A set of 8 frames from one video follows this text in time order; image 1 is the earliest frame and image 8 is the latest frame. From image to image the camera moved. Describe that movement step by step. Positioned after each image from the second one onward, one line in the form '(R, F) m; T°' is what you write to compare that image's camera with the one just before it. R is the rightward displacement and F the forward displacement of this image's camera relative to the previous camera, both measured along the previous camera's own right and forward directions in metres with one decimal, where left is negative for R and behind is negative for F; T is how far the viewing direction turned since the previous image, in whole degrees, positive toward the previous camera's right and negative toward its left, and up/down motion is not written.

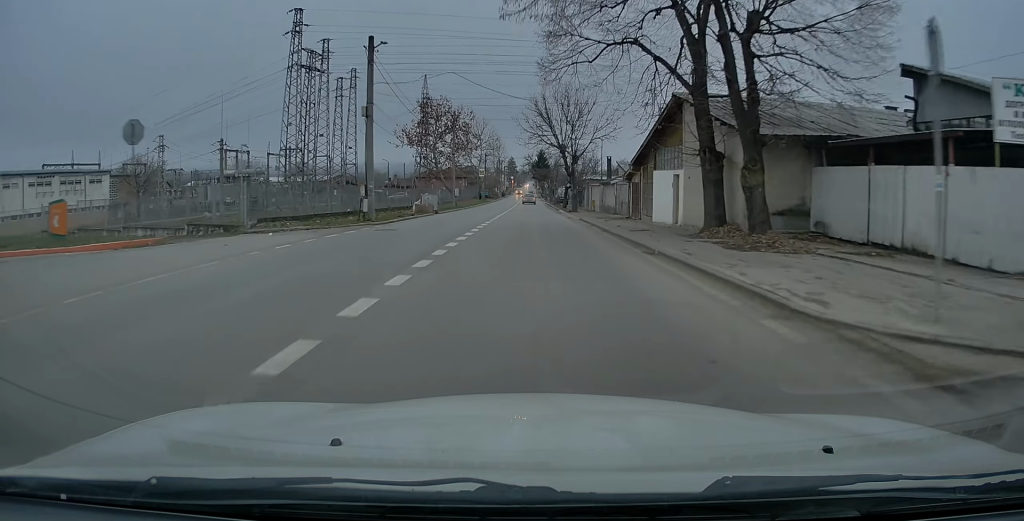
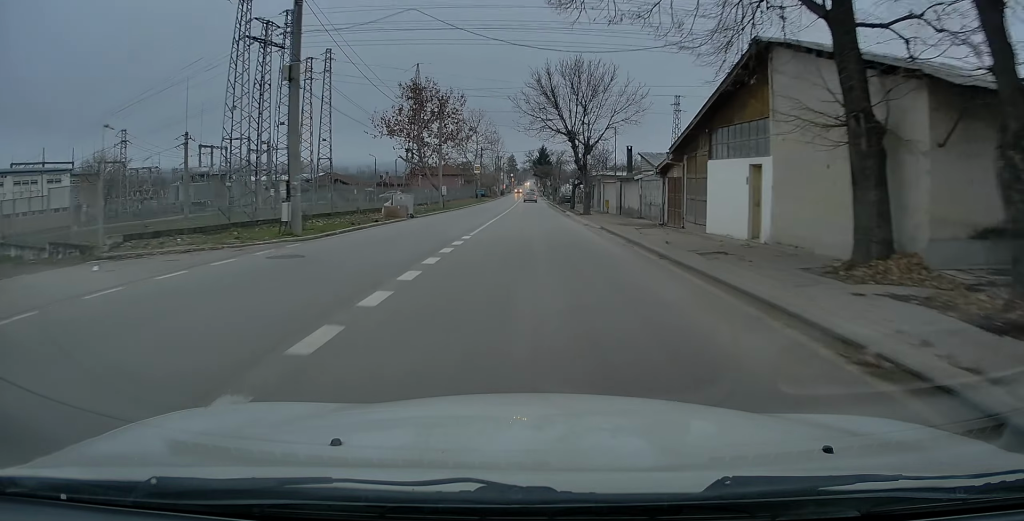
(-0.1, +9.3) m; 0°
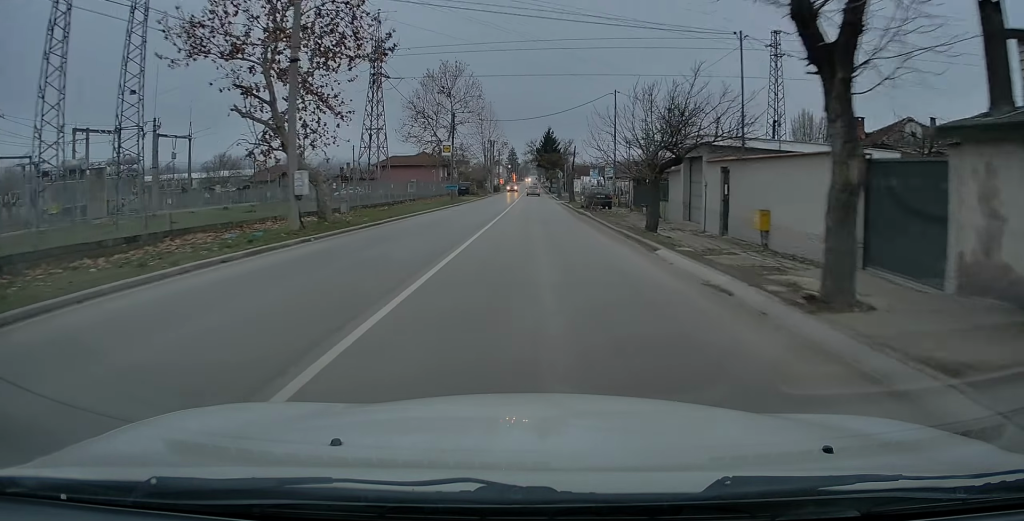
(+0.5, +31.7) m; +1°
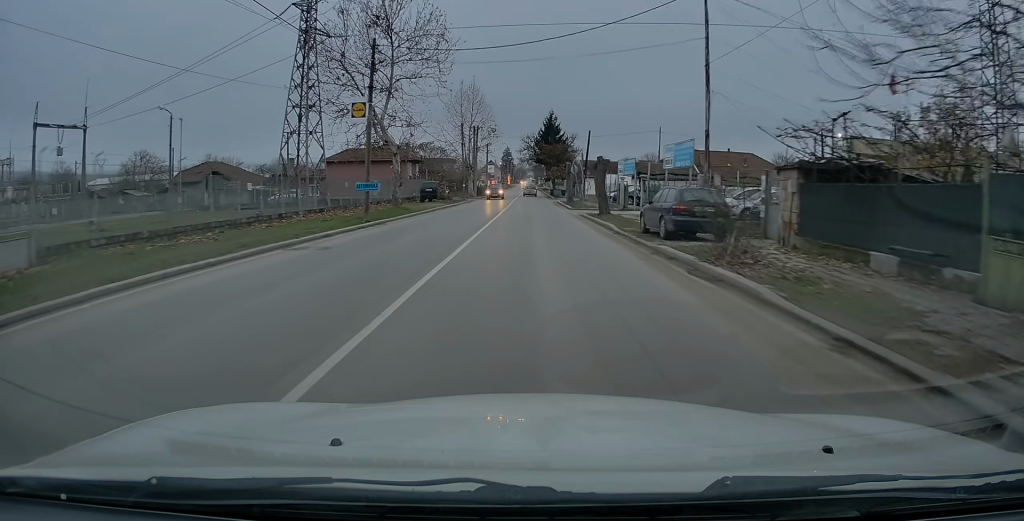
(-0.2, +24.9) m; 0°
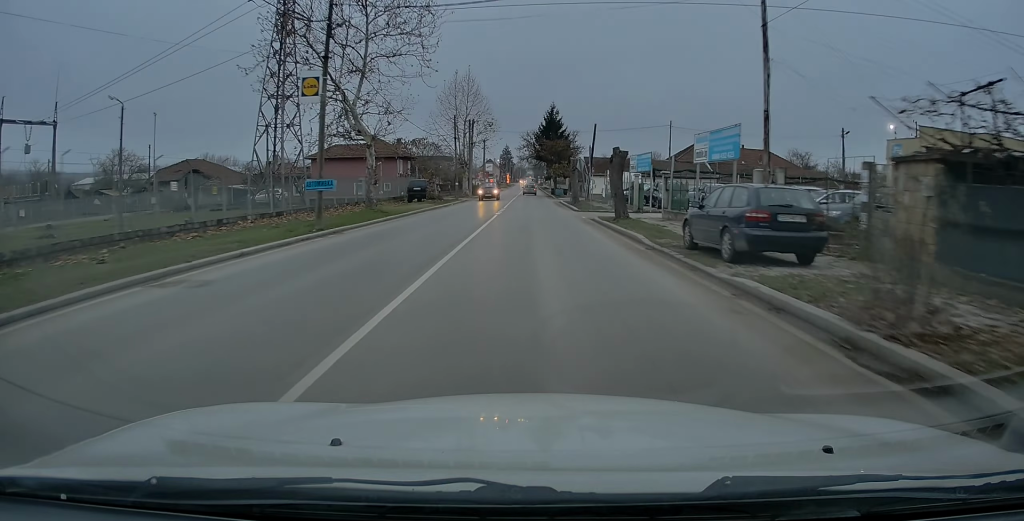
(+0.1, +5.6) m; 0°
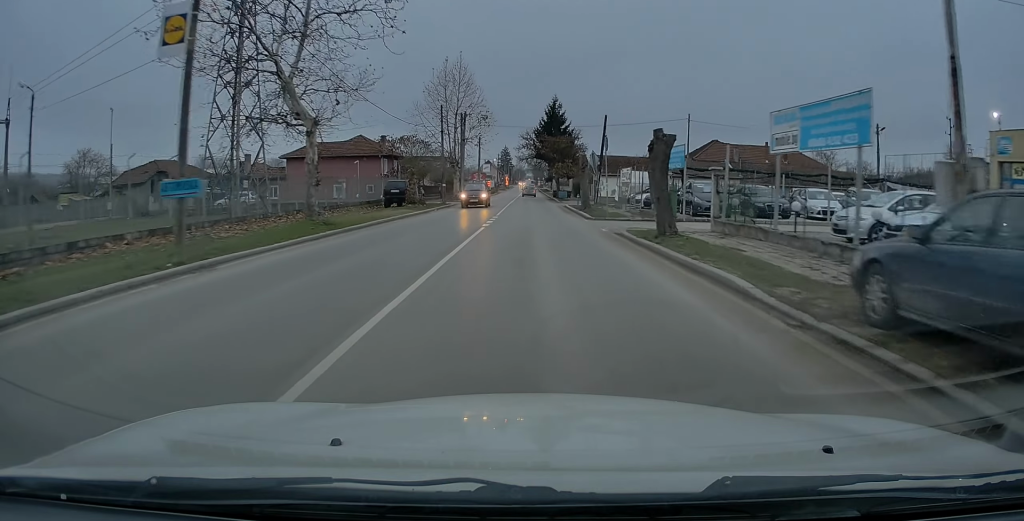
(0.0, +8.0) m; 0°
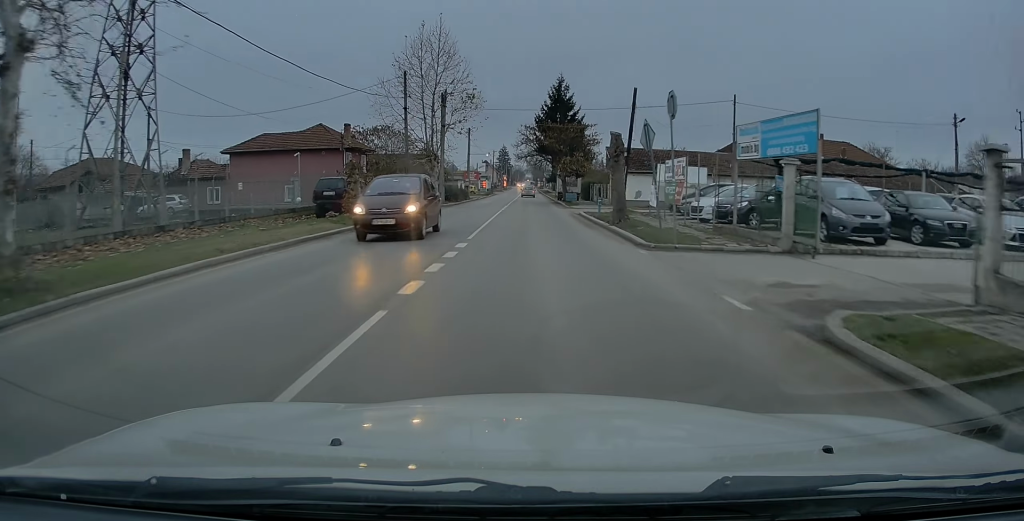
(0.0, +13.7) m; 0°
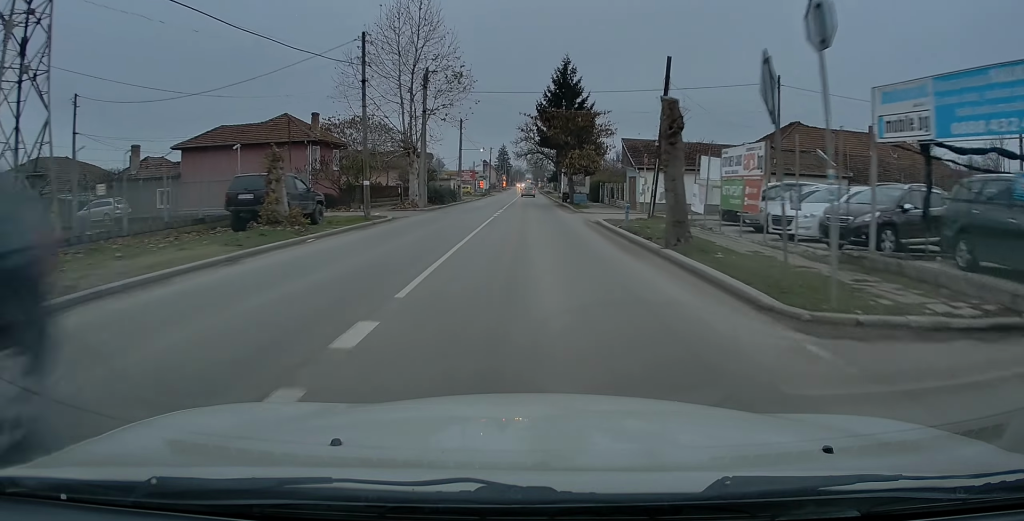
(0.0, +8.5) m; 0°
